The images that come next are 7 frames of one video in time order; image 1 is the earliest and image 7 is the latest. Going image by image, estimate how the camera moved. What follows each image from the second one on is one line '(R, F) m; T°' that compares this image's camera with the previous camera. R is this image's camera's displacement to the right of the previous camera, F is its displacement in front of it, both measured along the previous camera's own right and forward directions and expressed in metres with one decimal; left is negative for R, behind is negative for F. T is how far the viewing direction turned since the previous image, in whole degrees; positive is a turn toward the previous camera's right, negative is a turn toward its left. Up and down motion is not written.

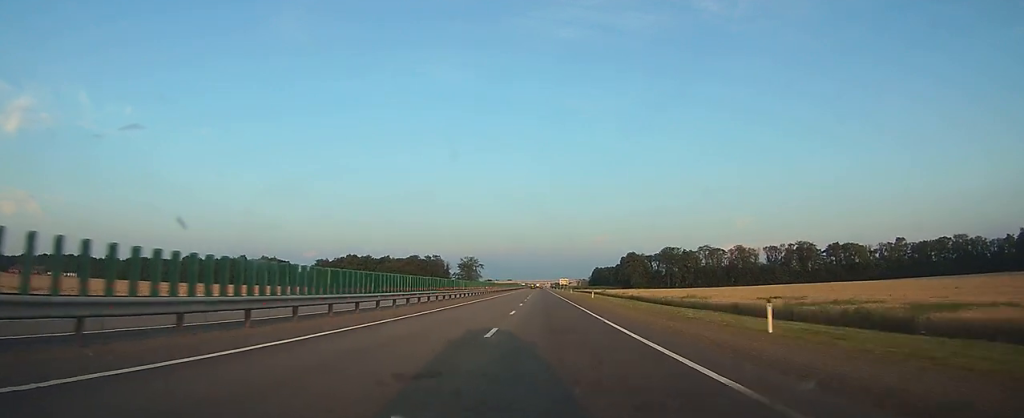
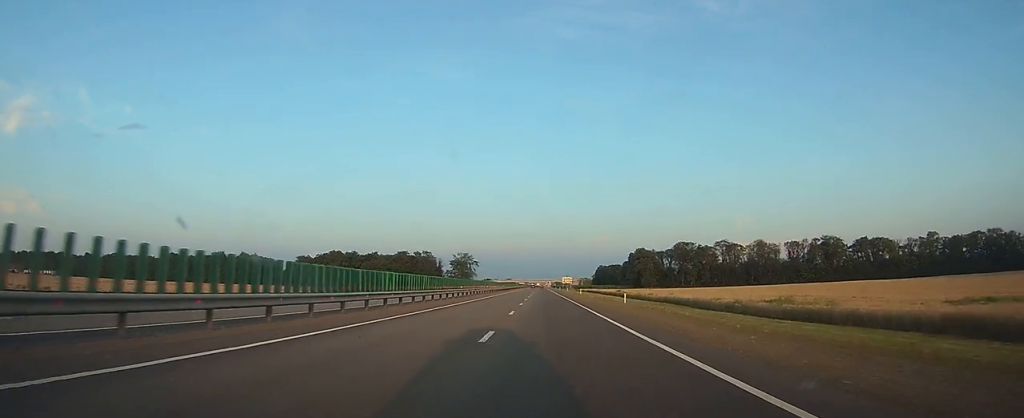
(0.0, +25.9) m; 0°
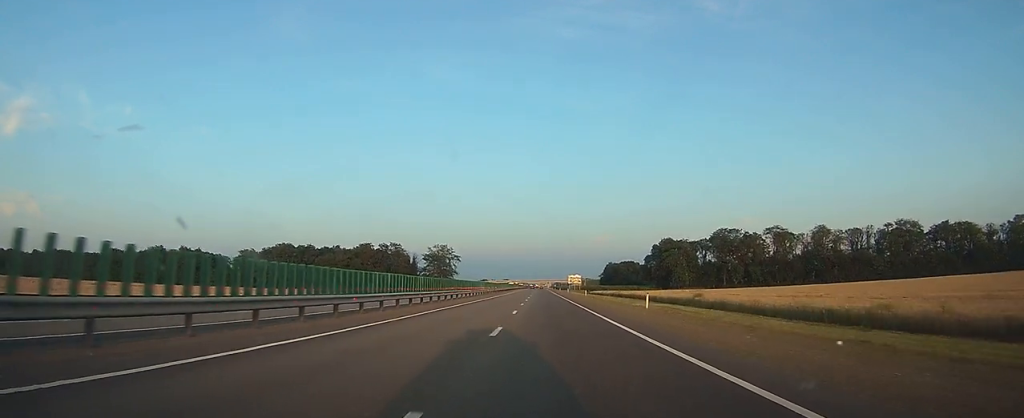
(-0.2, +57.7) m; 0°
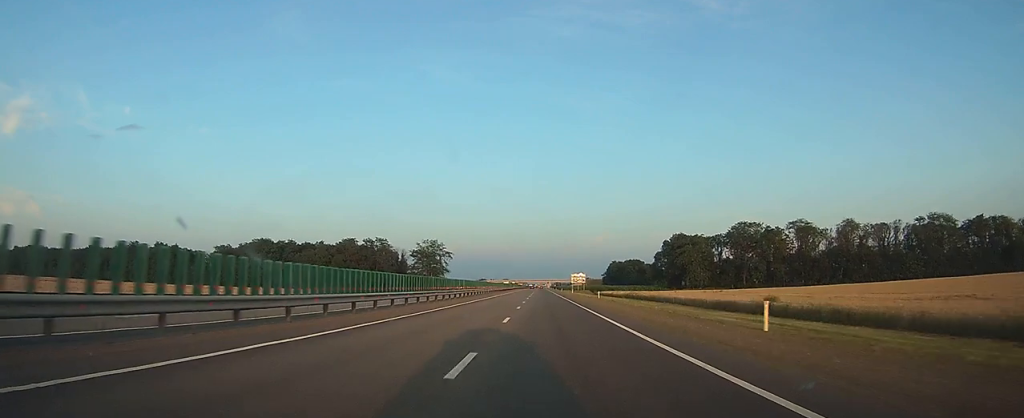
(0.0, +18.9) m; 0°
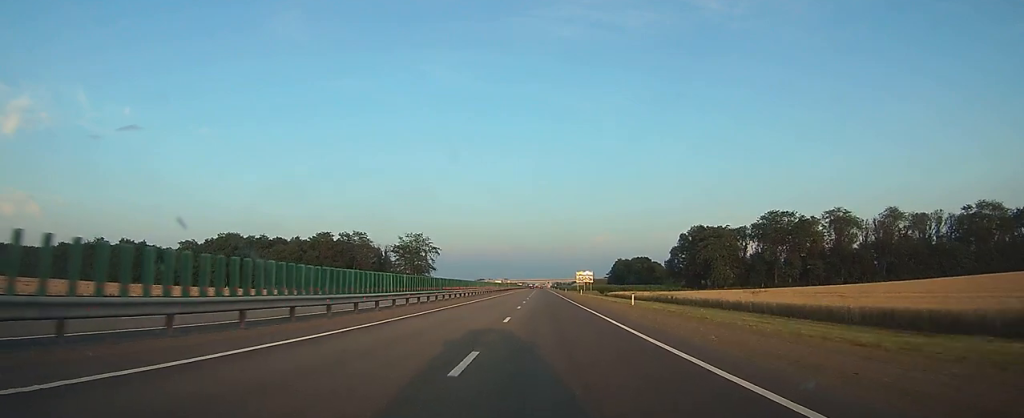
(0.0, +23.6) m; 0°
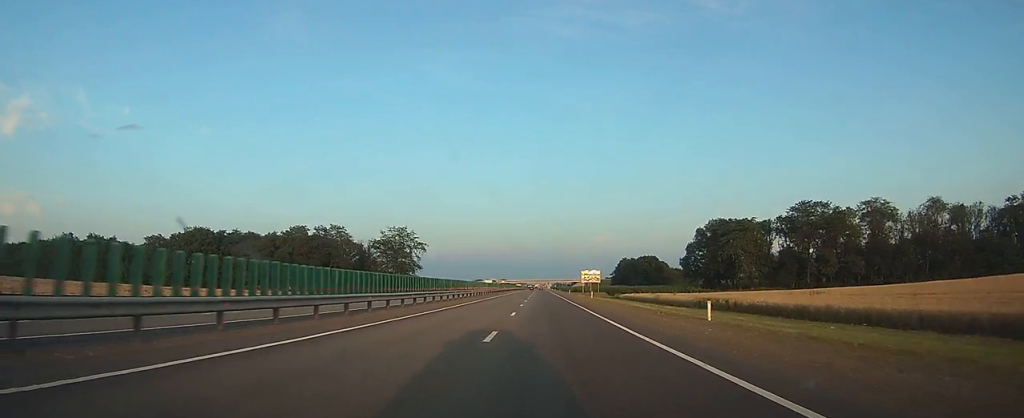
(0.0, +18.9) m; 0°
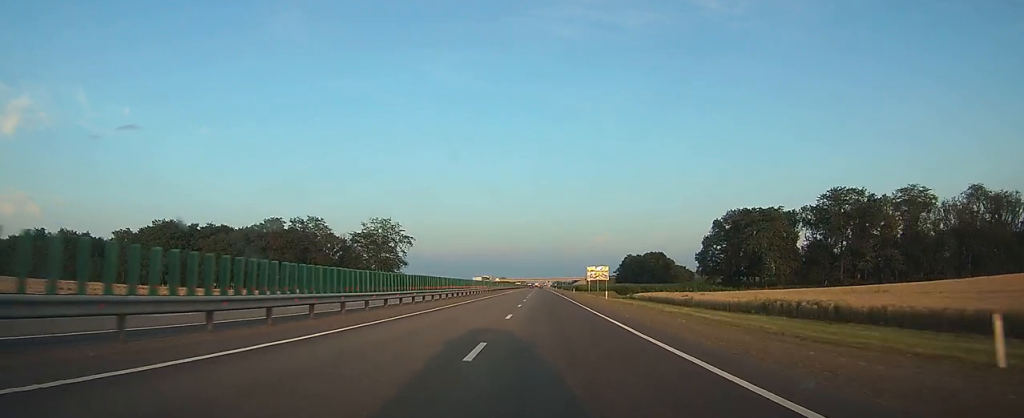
(0.0, +15.3) m; 0°
